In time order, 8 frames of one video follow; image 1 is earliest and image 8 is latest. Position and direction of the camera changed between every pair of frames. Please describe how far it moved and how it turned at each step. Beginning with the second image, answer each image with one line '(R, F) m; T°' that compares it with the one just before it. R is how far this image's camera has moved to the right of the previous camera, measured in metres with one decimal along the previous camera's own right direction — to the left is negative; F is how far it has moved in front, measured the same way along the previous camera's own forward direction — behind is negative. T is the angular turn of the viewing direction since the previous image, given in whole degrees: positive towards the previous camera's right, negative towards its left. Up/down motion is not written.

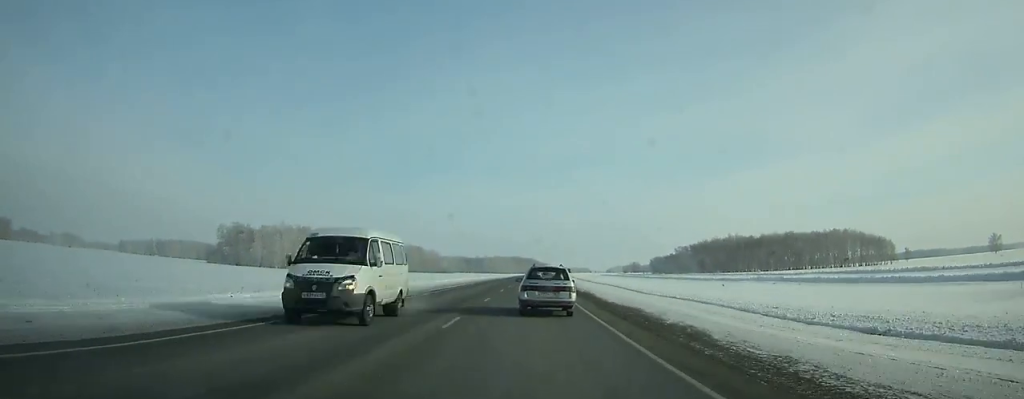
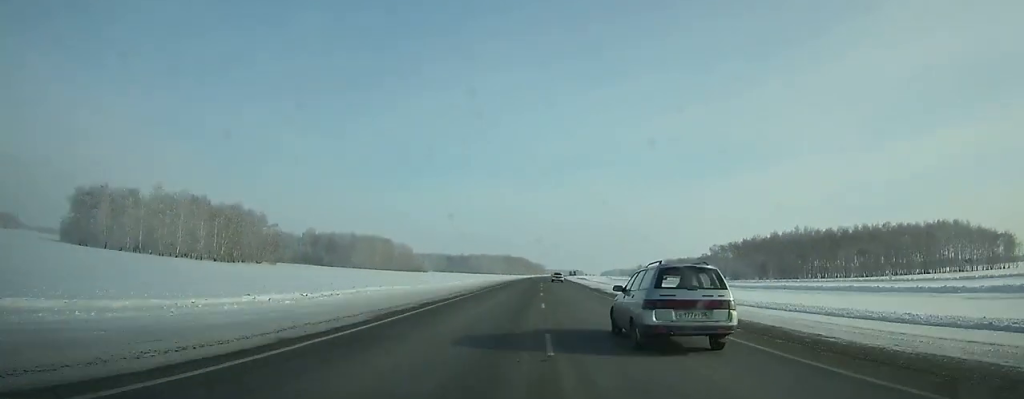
(+1.4, +98.8) m; +2°
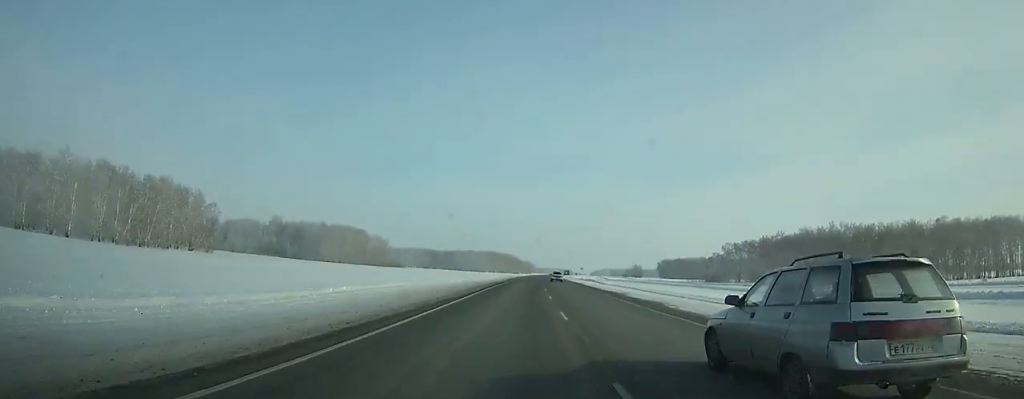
(+0.3, +42.0) m; +1°
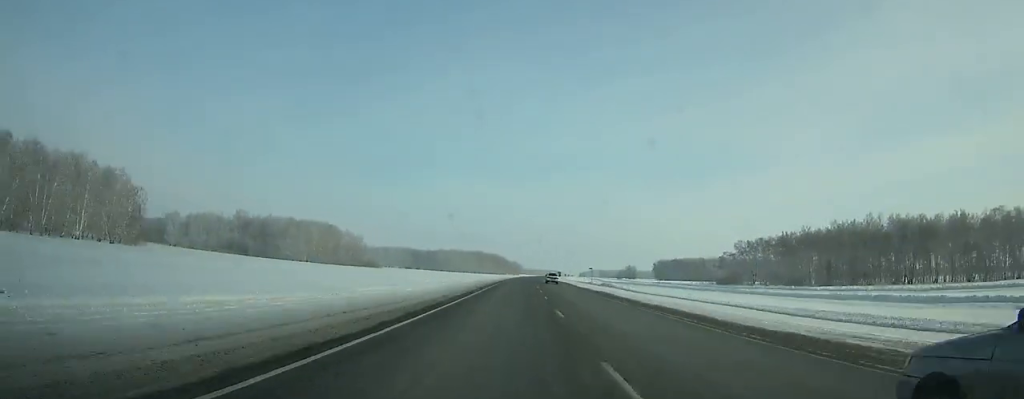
(+0.2, +34.5) m; +1°
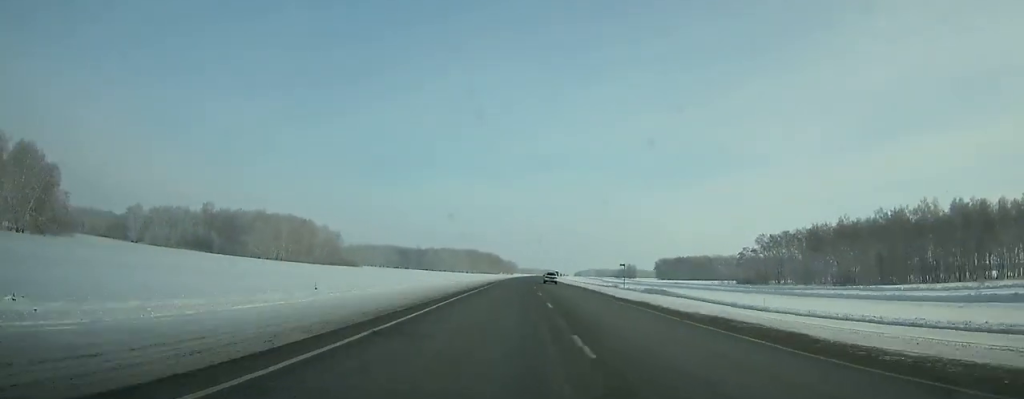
(+0.3, +32.5) m; +1°
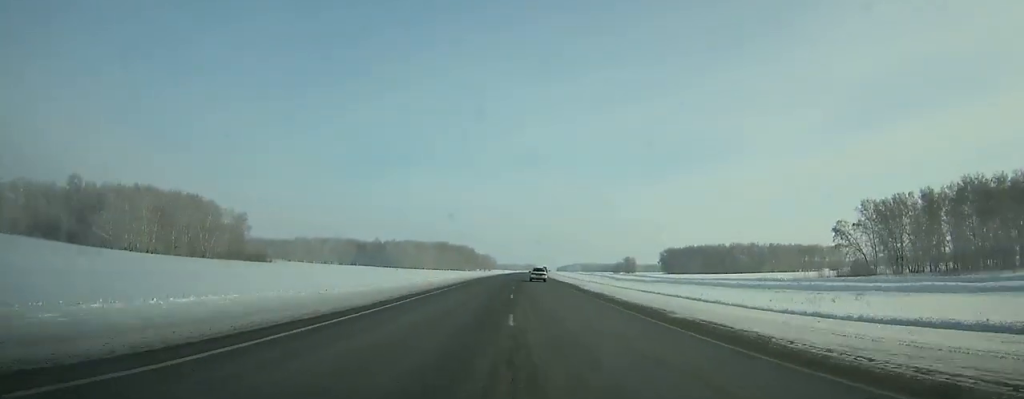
(+1.4, +91.6) m; +1°
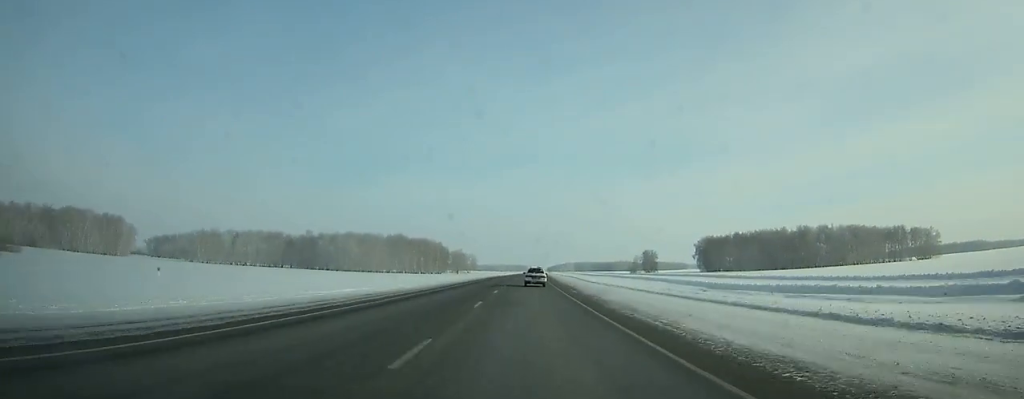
(+1.5, +127.7) m; +1°
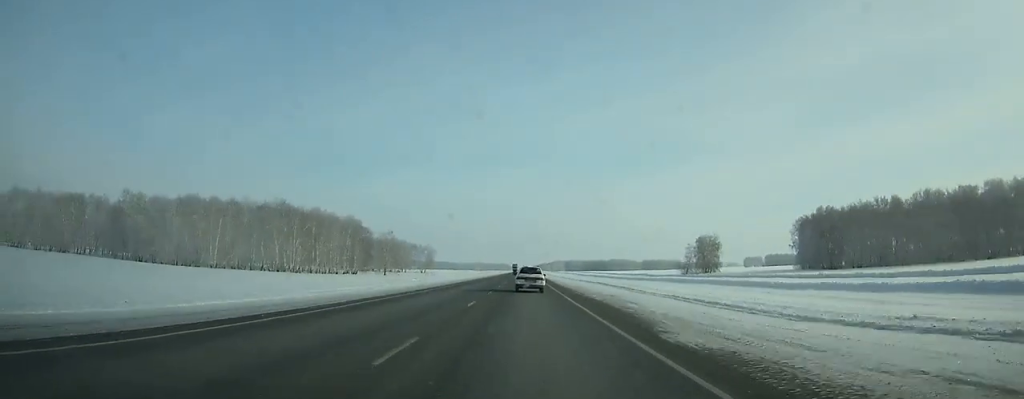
(+2.5, +153.6) m; +1°
